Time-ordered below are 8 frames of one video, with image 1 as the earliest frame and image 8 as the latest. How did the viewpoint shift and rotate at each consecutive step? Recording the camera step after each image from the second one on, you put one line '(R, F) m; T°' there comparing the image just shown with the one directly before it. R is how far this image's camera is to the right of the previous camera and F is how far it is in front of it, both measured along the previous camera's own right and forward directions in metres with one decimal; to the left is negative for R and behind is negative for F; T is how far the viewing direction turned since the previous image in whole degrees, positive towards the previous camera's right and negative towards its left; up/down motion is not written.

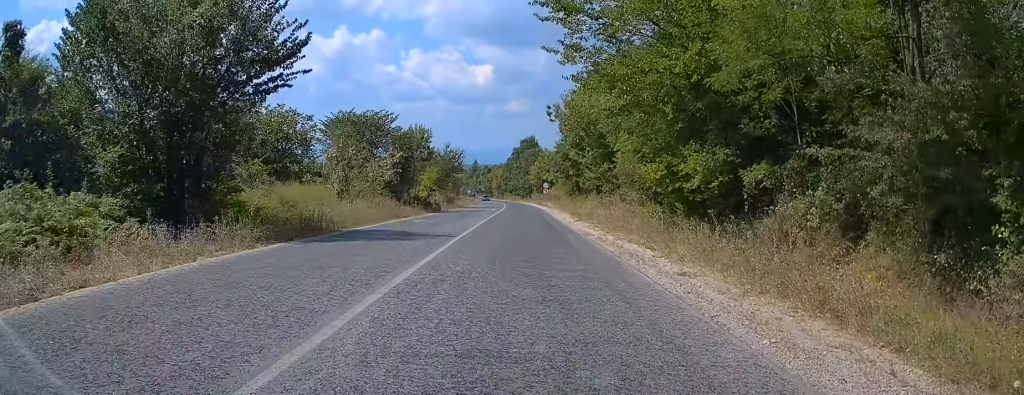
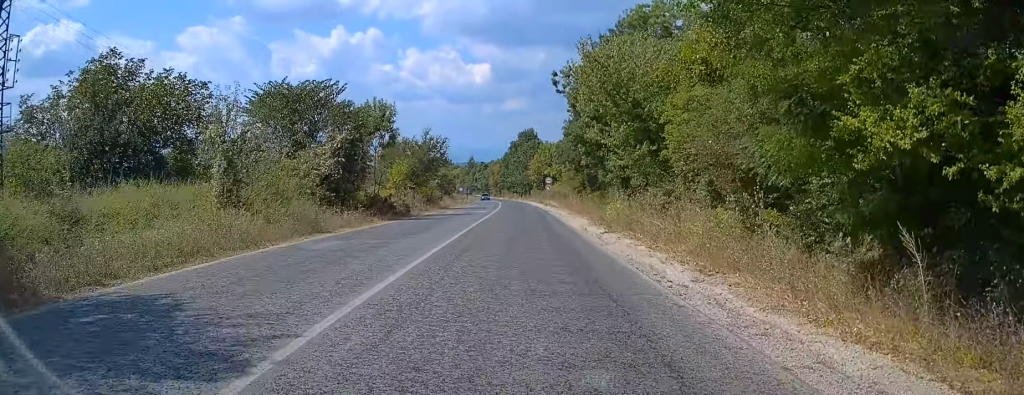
(0.0, +14.0) m; -1°
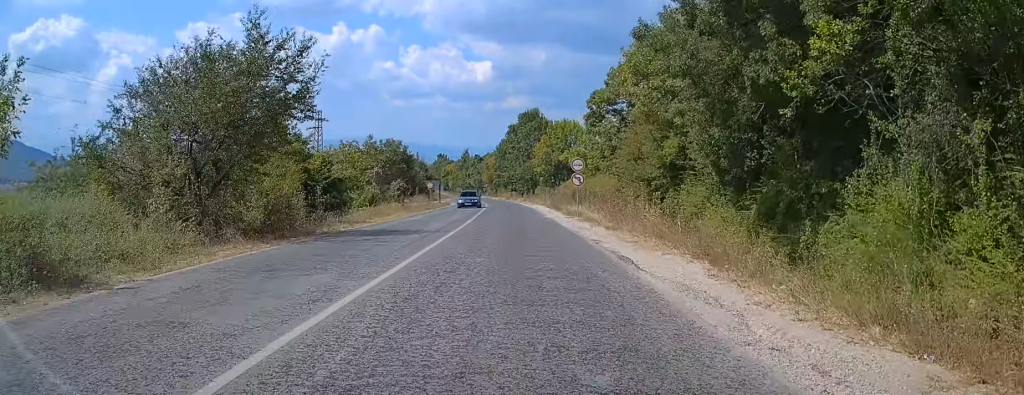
(-0.5, +37.3) m; -1°
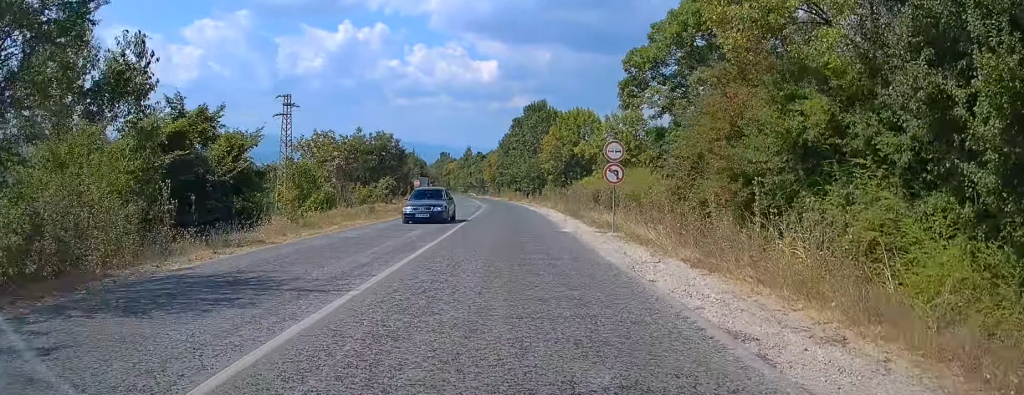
(0.0, +12.2) m; 0°
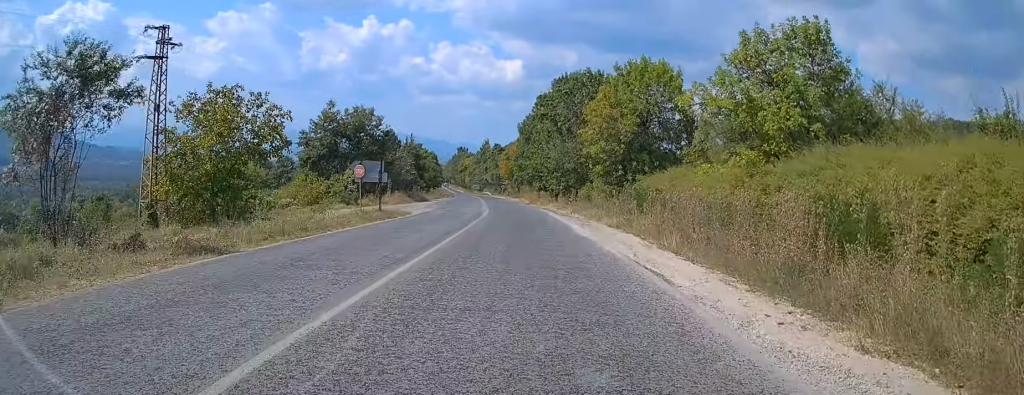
(0.0, +27.9) m; 0°
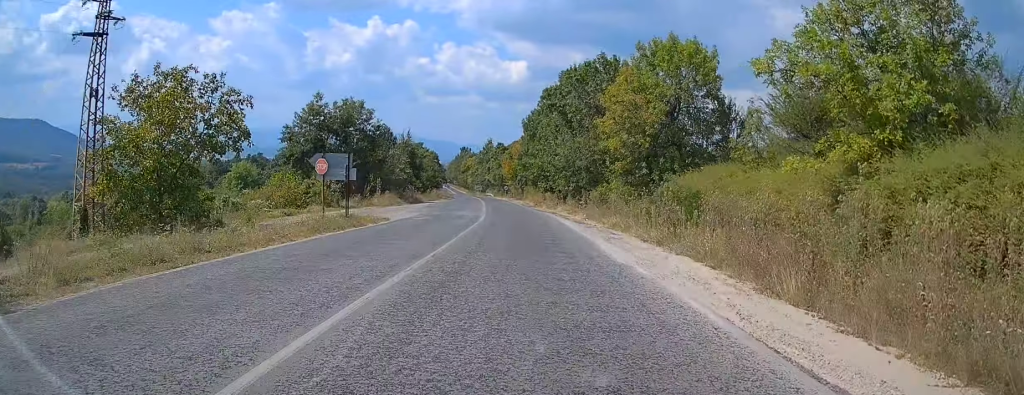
(0.0, +7.0) m; 0°
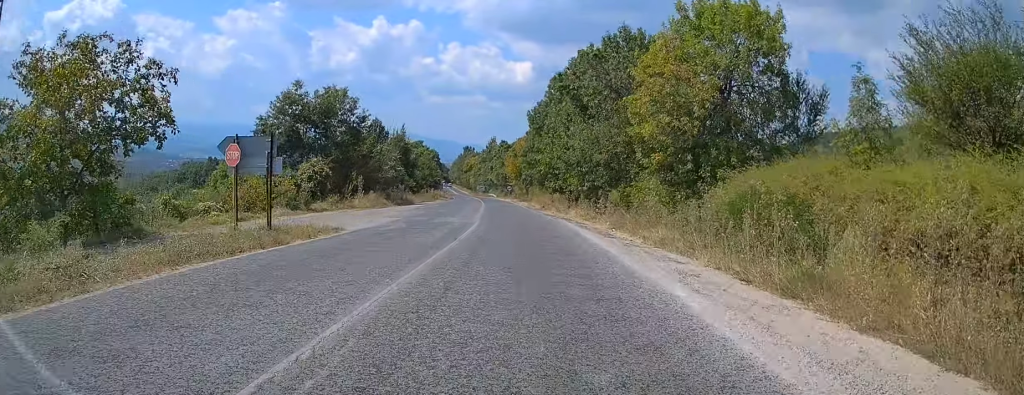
(0.0, +8.7) m; -1°
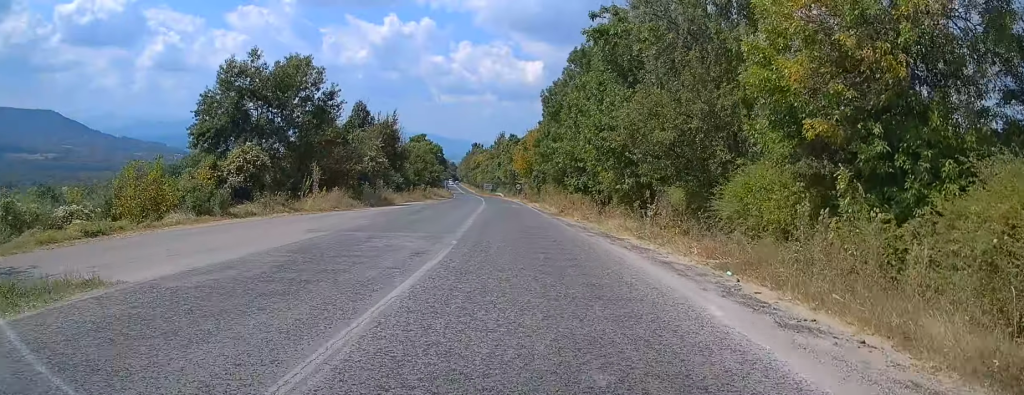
(0.0, +13.9) m; -2°
